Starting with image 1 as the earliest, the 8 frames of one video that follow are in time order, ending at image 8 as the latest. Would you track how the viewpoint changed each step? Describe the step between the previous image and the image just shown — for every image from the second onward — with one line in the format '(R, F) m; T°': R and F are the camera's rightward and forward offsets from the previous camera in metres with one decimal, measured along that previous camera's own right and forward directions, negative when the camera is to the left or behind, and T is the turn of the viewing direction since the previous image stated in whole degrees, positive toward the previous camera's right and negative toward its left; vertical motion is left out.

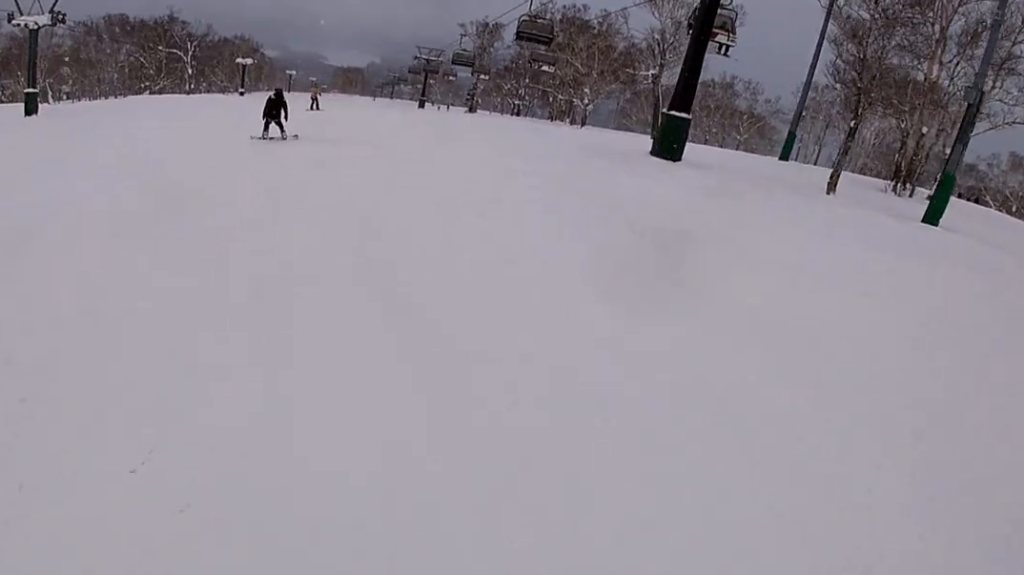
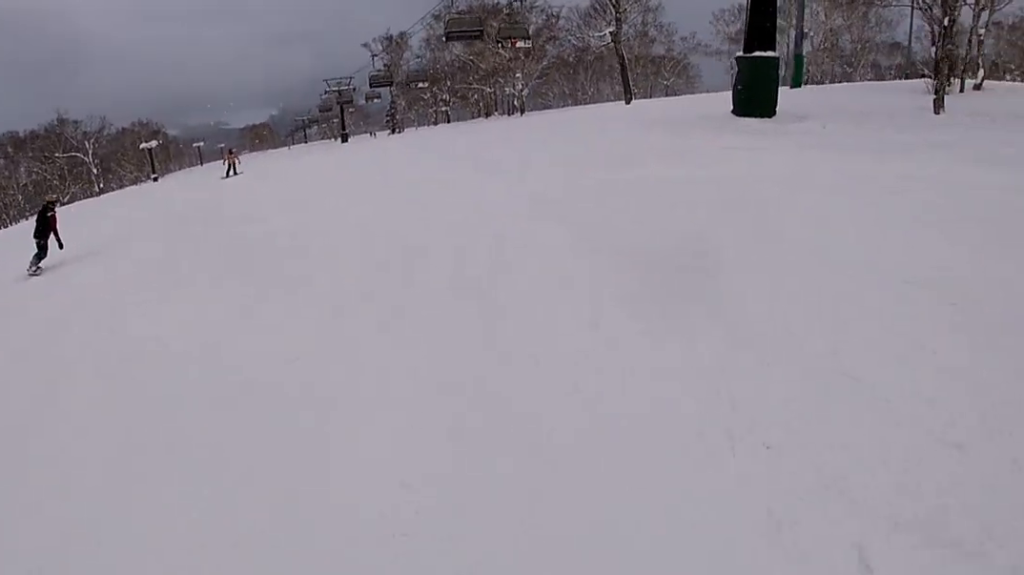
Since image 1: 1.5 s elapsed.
(-0.3, +7.9) m; 0°
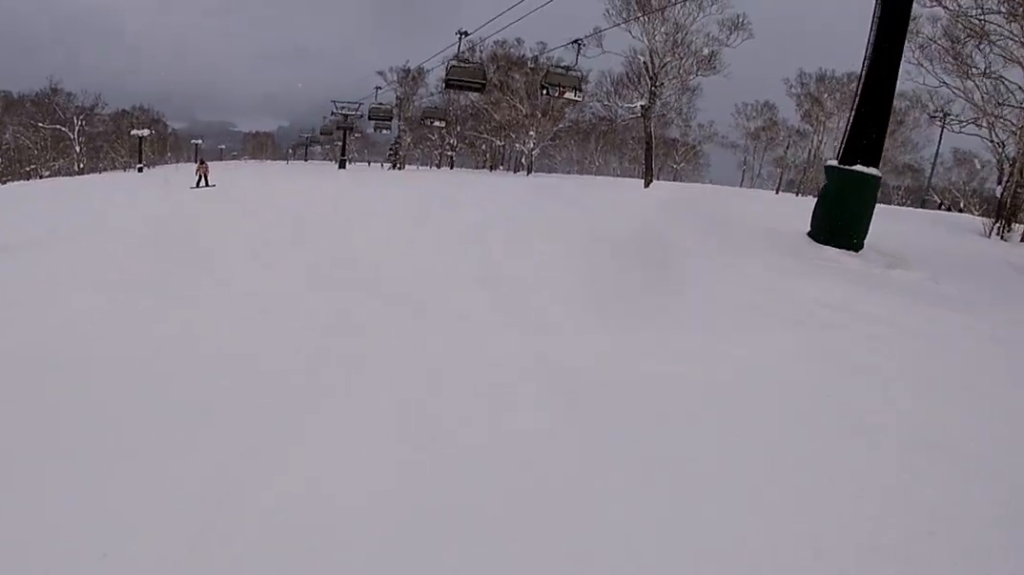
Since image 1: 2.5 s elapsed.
(+0.5, +4.5) m; +5°
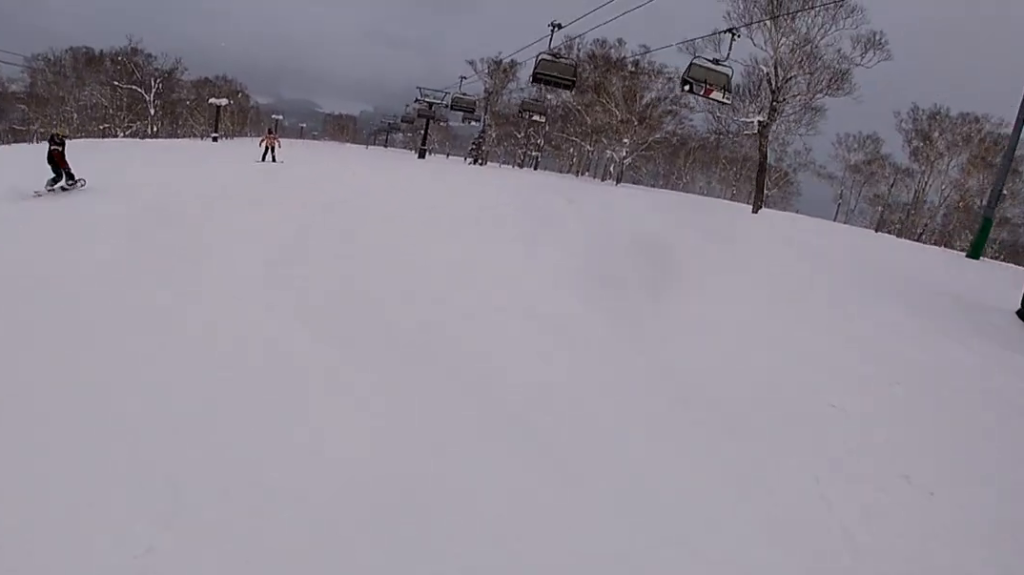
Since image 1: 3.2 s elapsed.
(0.0, +3.3) m; -12°
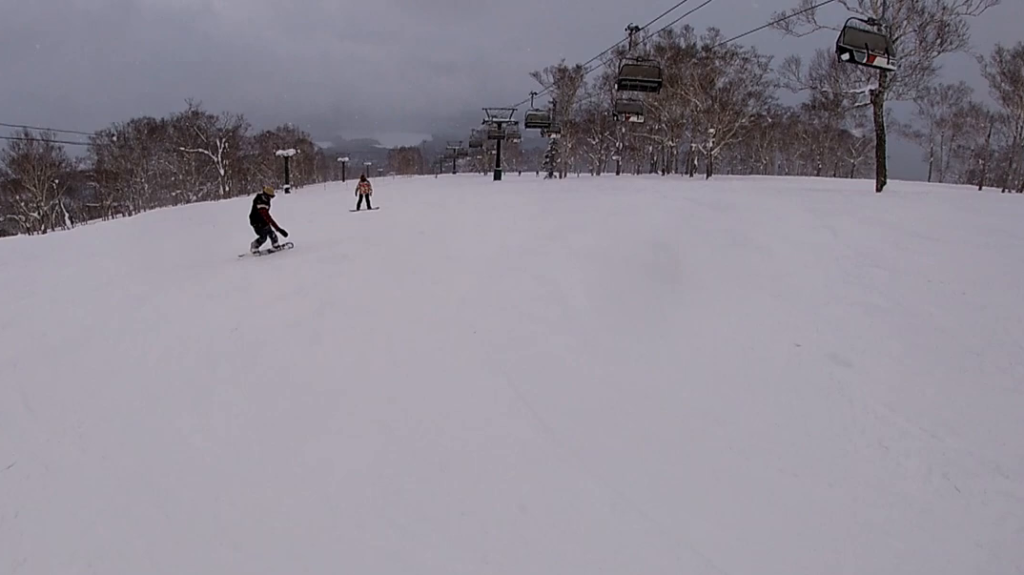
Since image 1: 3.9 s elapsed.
(-0.4, +3.0) m; -4°
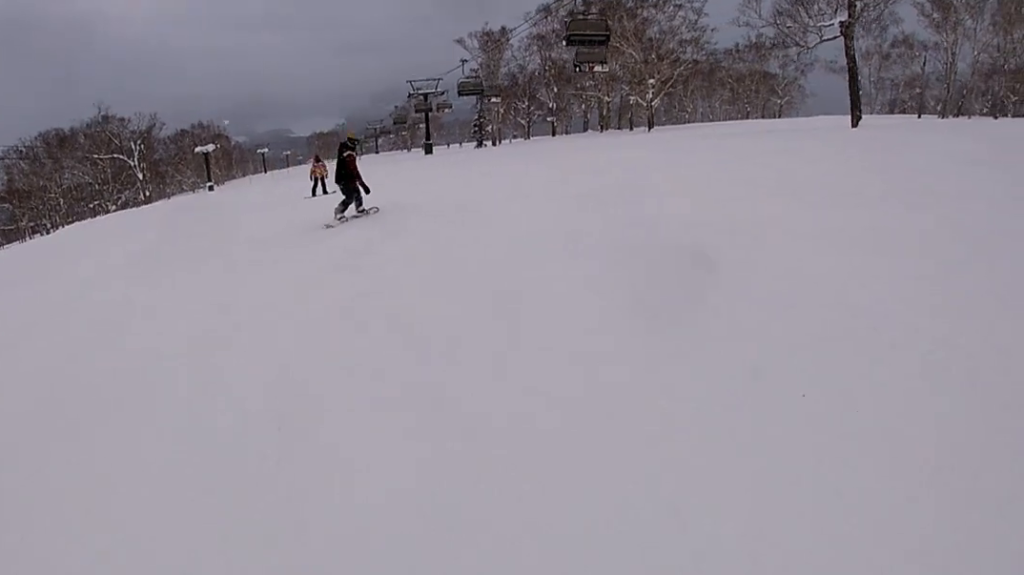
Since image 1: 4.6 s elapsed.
(-0.6, +3.4) m; +1°
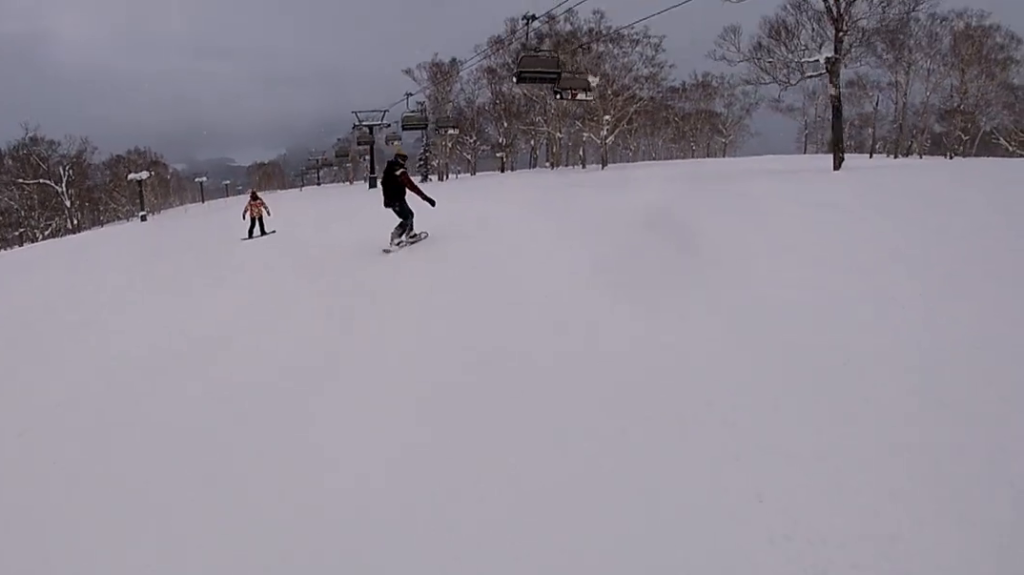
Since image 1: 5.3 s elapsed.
(+0.9, +3.5) m; +7°
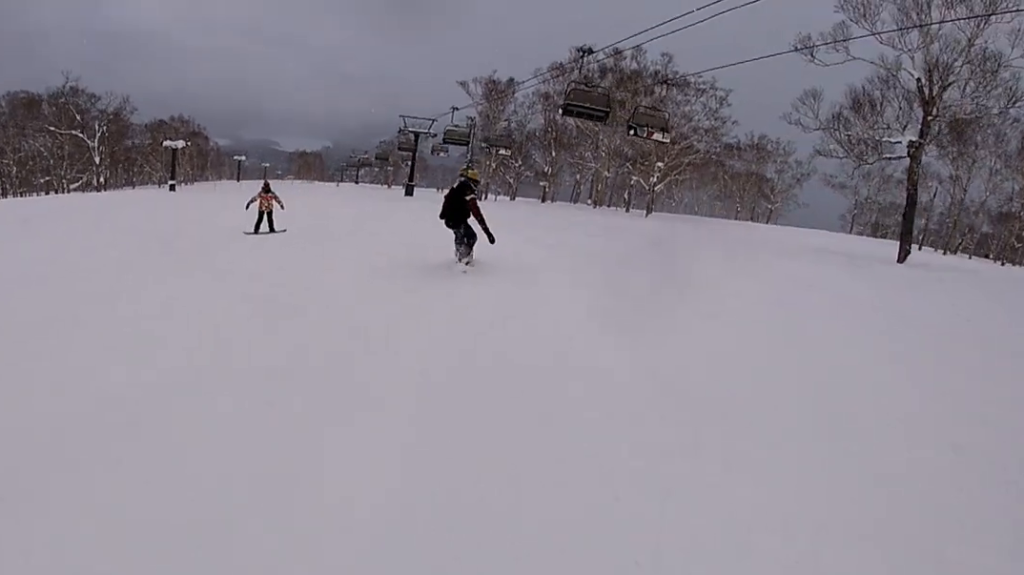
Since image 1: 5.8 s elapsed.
(0.0, +2.6) m; -7°
